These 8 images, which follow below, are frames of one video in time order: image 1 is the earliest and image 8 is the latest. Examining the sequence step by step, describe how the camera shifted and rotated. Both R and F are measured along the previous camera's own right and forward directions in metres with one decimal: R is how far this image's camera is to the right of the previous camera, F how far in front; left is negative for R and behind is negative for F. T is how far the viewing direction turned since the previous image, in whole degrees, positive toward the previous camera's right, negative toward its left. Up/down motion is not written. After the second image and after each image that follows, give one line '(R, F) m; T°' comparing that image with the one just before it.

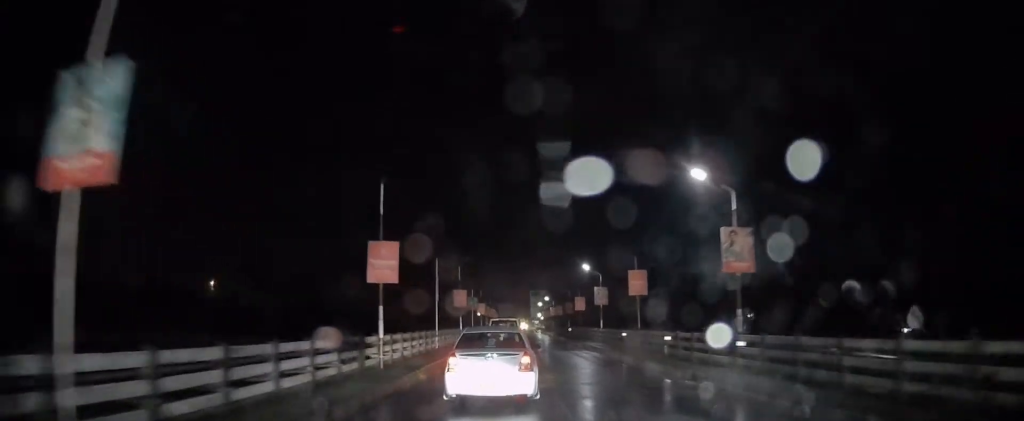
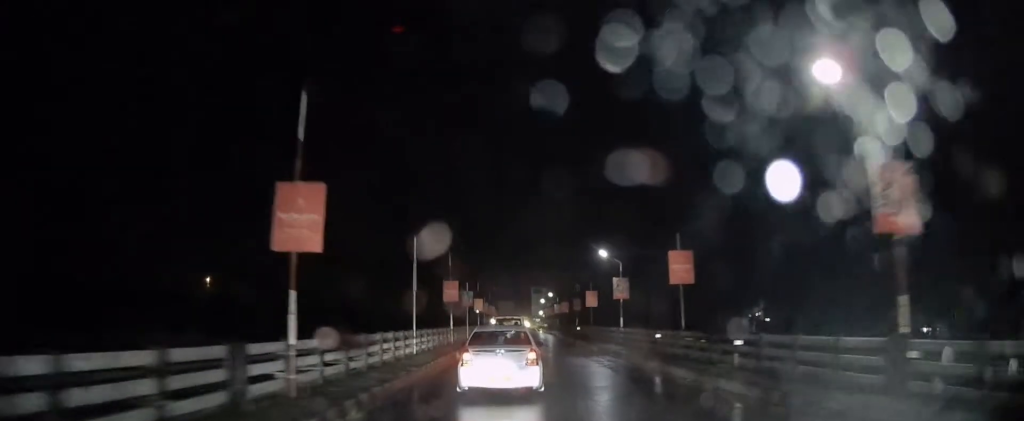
(+0.1, +7.8) m; +1°
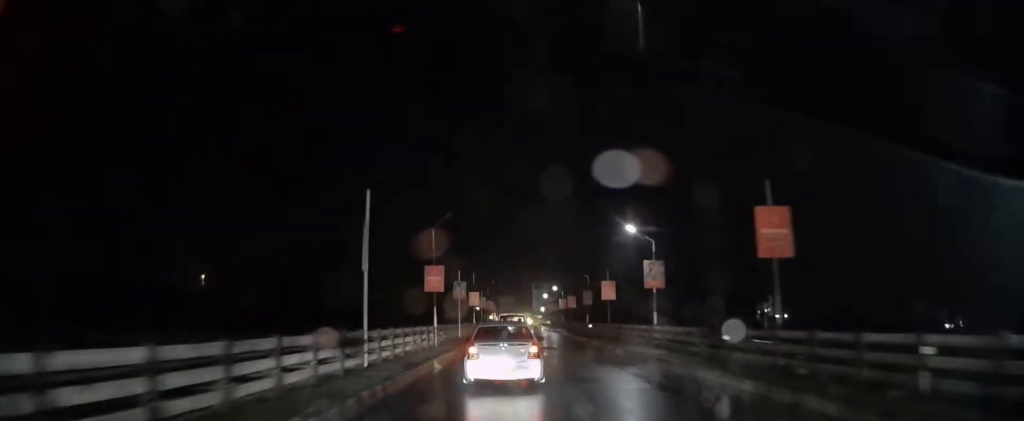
(0.0, +8.3) m; 0°
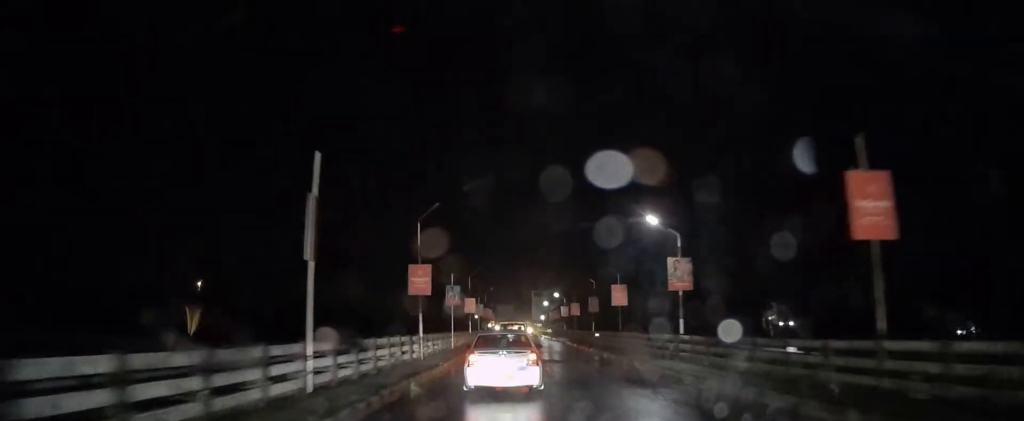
(+0.1, +4.4) m; -1°
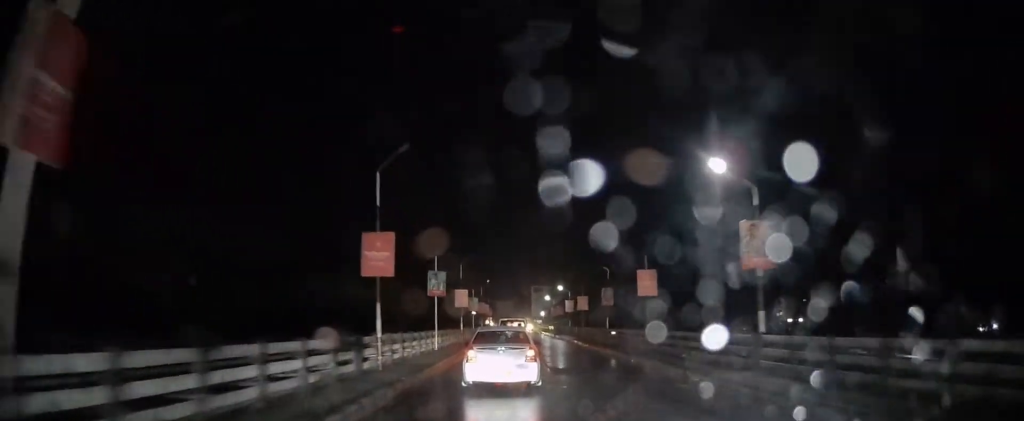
(-0.1, +7.6) m; -1°
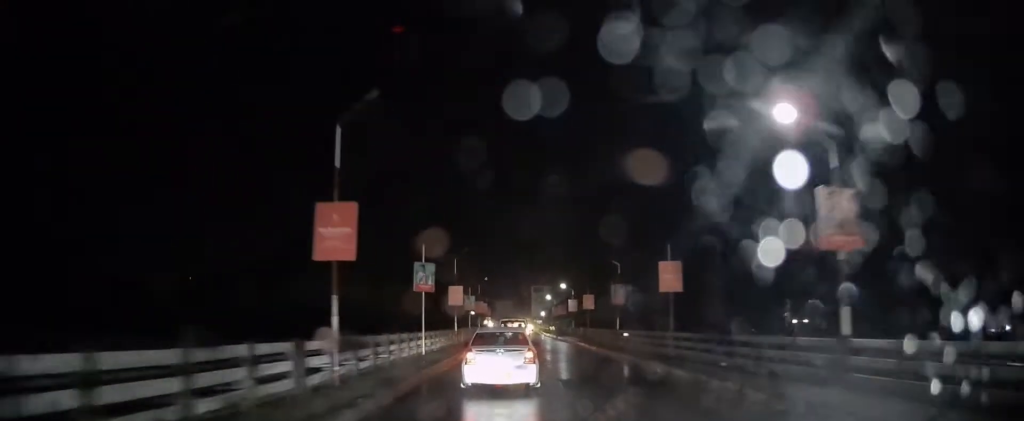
(-0.2, +4.2) m; 0°
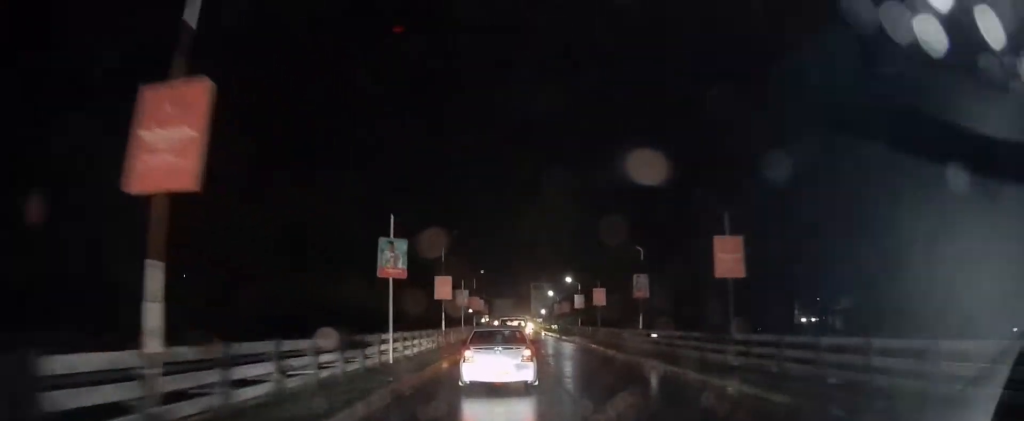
(+0.1, +6.8) m; +1°
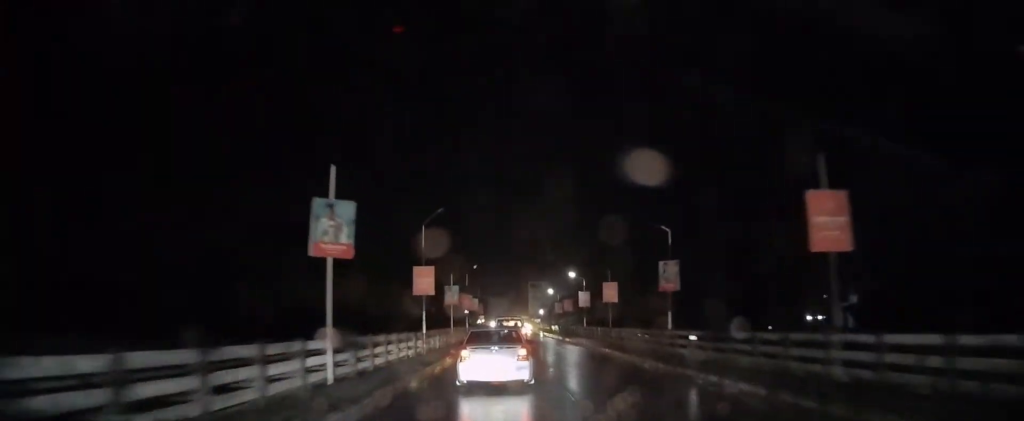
(+0.2, +6.2) m; +1°
